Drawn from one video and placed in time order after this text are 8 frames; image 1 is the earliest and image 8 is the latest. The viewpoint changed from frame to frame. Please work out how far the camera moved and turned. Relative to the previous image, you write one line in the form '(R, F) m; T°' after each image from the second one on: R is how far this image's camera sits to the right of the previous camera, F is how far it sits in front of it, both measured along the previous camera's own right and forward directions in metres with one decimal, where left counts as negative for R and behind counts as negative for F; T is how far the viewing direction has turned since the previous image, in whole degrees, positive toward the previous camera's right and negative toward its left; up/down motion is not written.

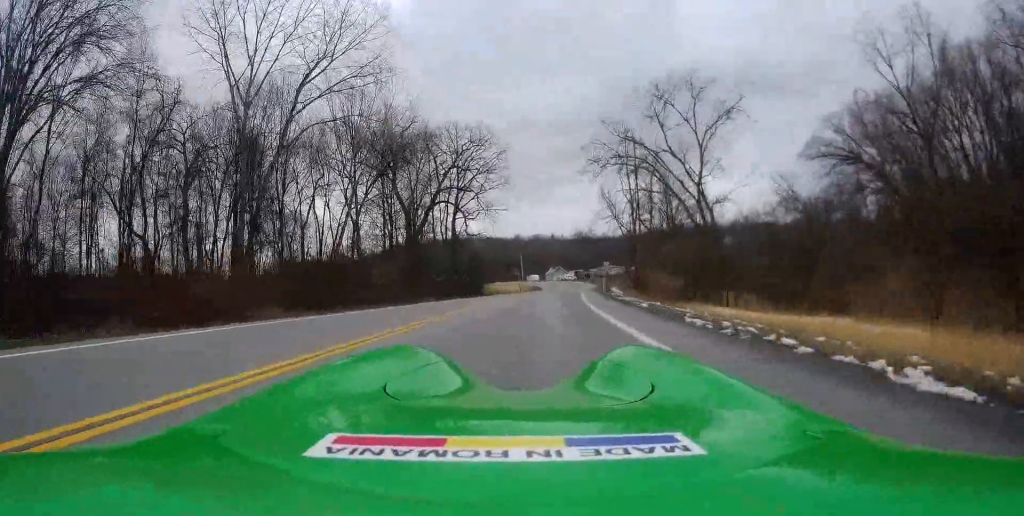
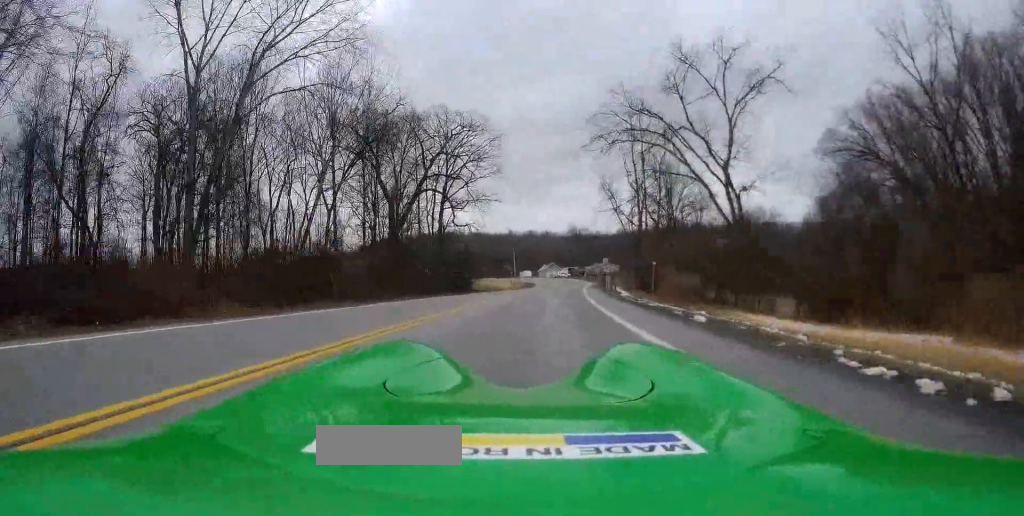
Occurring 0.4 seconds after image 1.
(0.0, +5.3) m; 0°
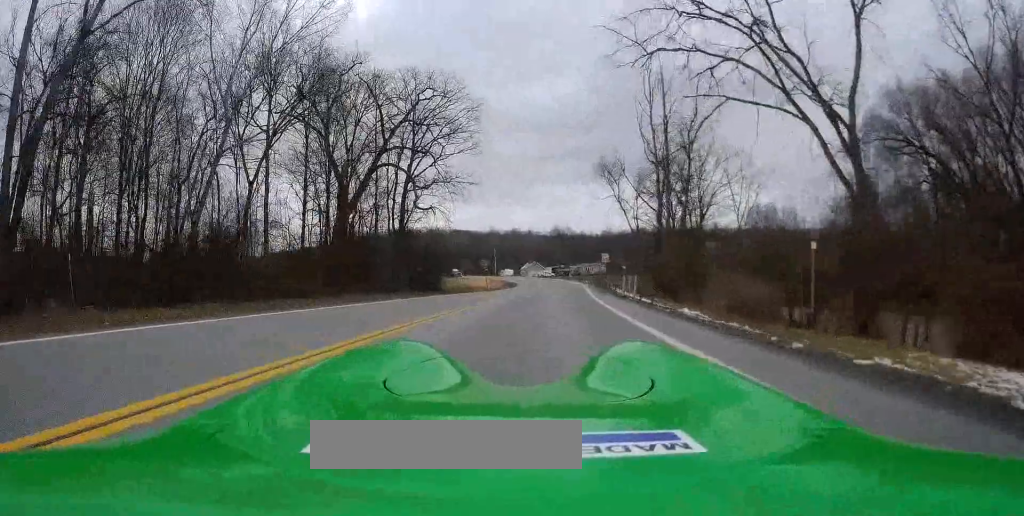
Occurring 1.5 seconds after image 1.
(0.0, +13.1) m; +2°
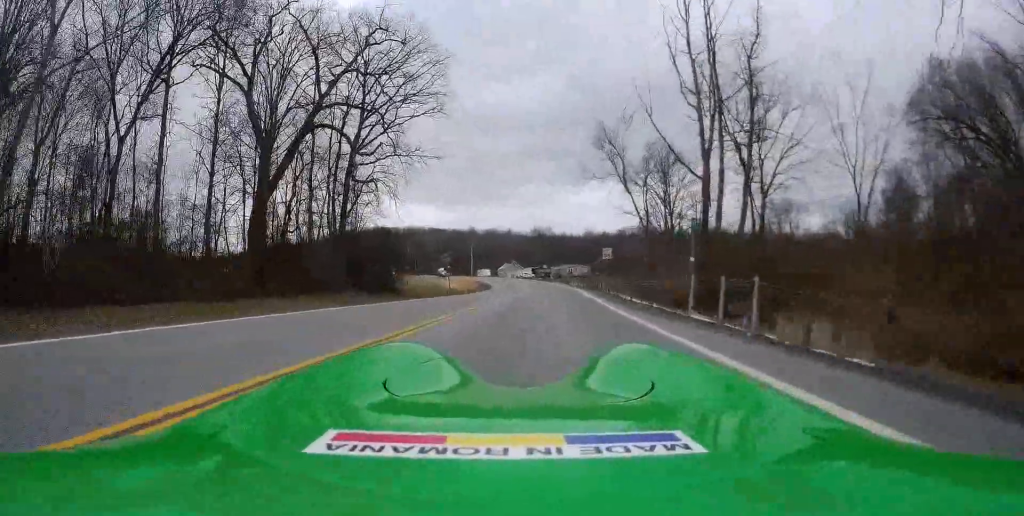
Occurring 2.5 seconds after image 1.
(+0.5, +13.5) m; +3°
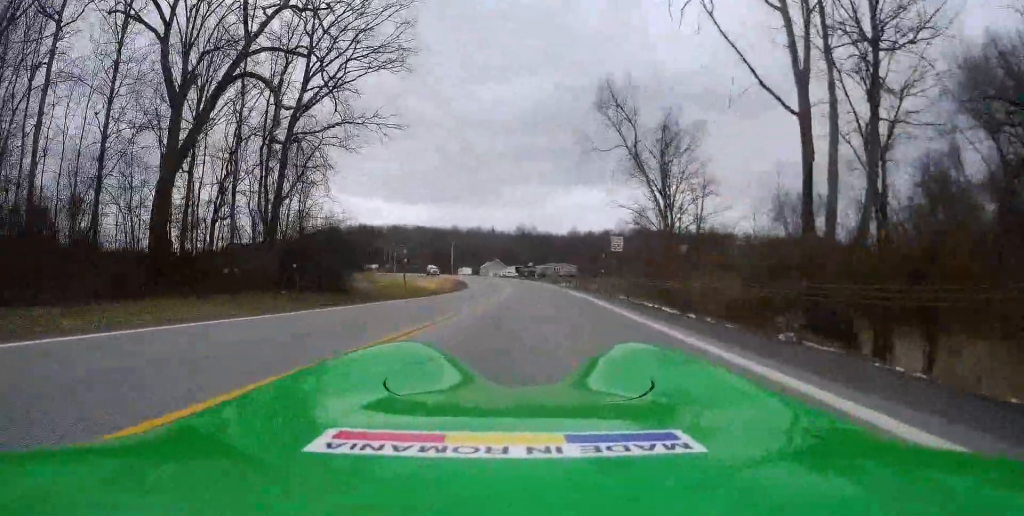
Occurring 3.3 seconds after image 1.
(+0.2, +10.8) m; 0°
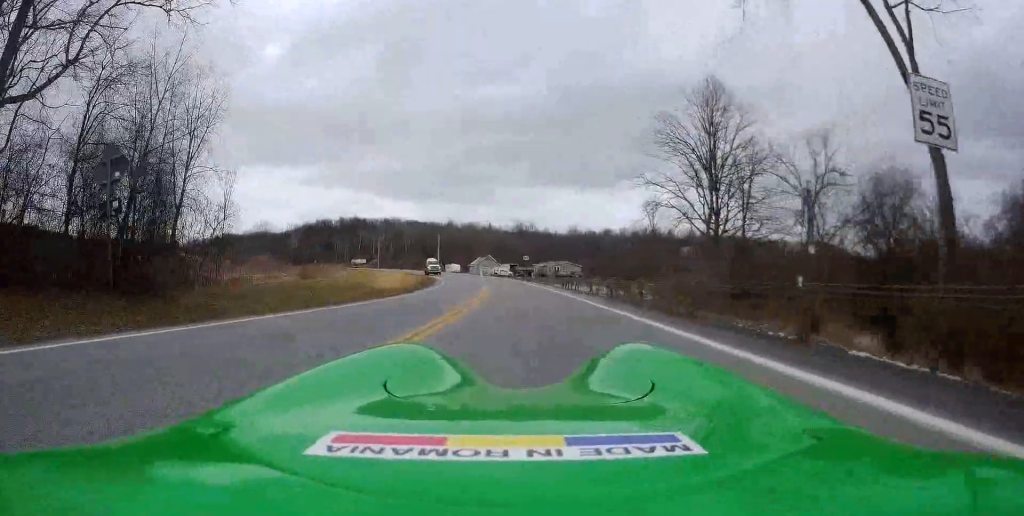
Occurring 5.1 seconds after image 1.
(-0.5, +24.5) m; -1°
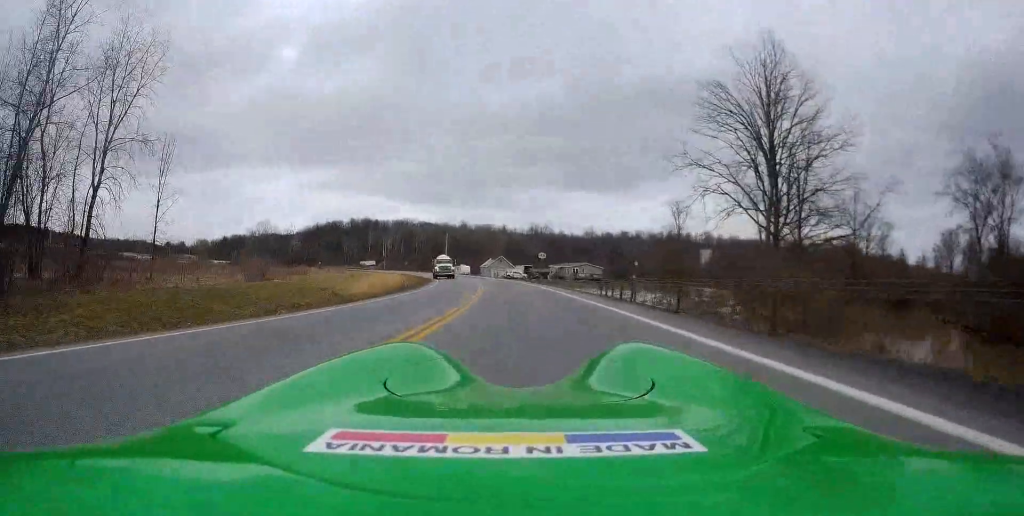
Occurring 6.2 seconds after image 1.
(+0.1, +13.7) m; -1°
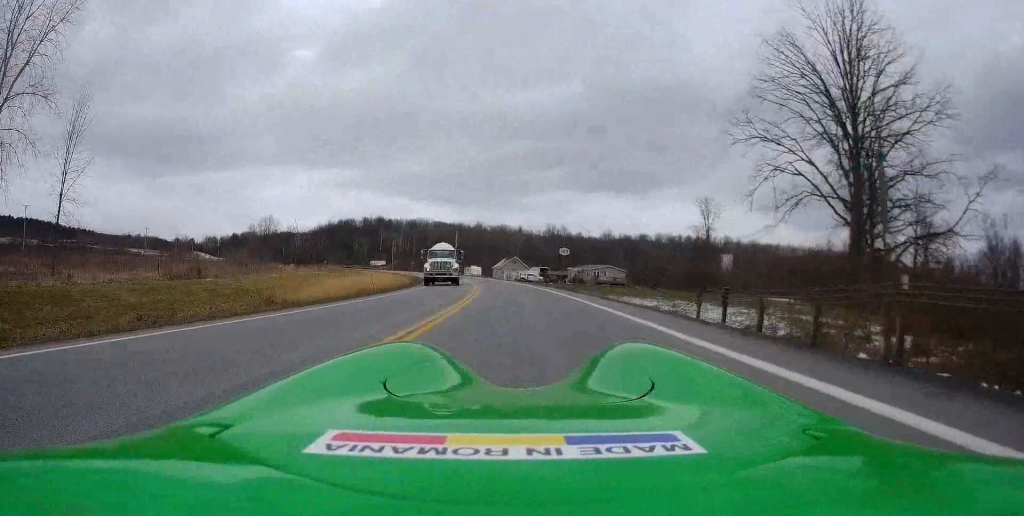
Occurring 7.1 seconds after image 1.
(-0.3, +12.6) m; 0°
